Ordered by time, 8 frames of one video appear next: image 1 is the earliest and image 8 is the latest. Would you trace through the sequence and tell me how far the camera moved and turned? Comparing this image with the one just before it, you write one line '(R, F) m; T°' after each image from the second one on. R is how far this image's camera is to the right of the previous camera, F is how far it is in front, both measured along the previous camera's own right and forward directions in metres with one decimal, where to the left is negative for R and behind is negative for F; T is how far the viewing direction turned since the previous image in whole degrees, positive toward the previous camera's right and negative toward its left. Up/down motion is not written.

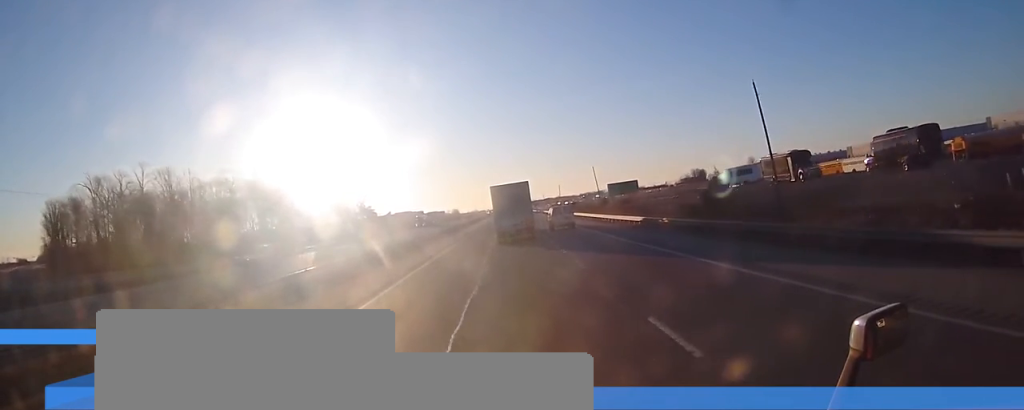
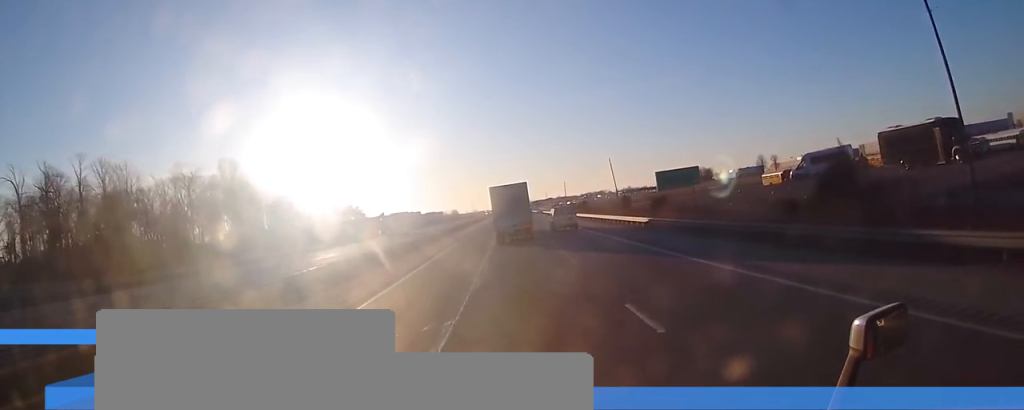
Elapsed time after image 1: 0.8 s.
(0.0, +22.4) m; 0°
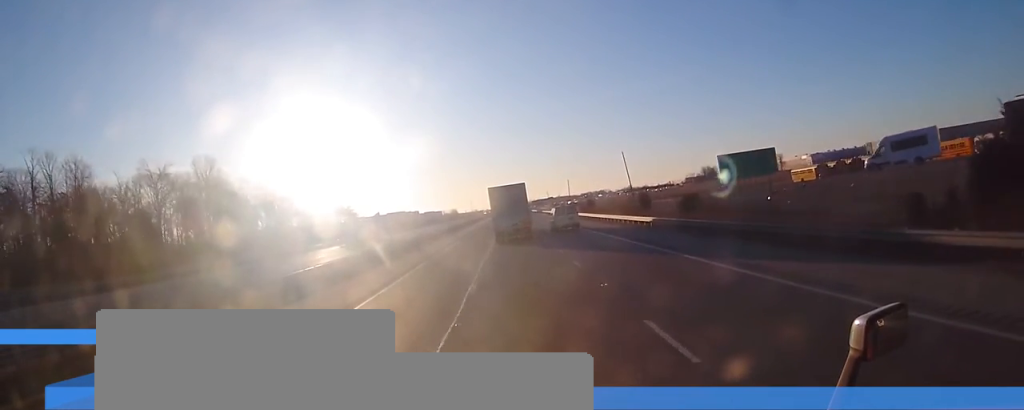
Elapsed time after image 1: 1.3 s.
(+0.1, +13.6) m; 0°
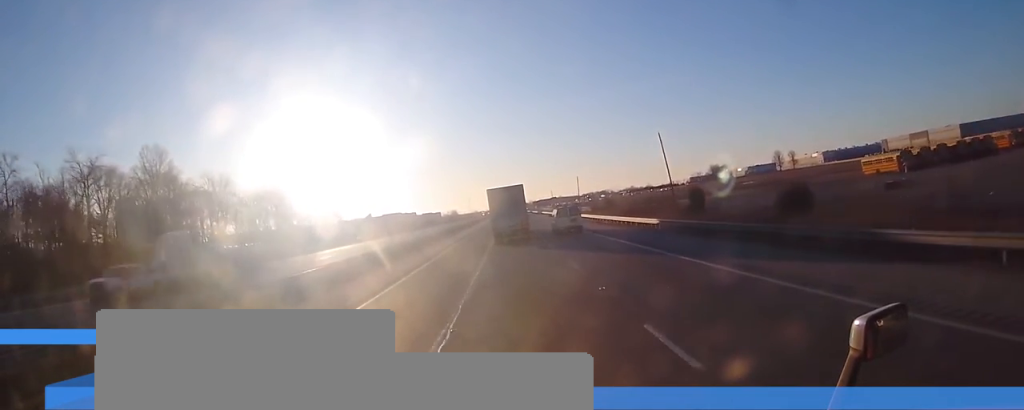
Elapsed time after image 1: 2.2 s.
(-0.3, +24.3) m; +1°
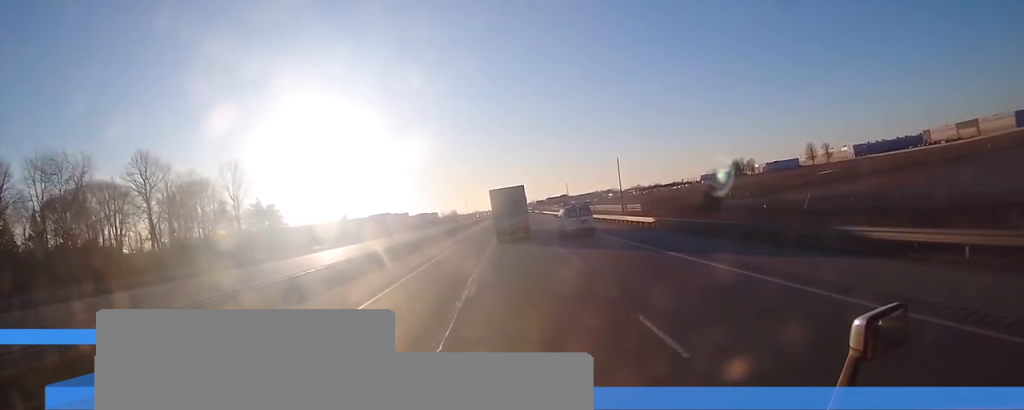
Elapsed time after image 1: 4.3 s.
(+0.6, +60.3) m; -1°
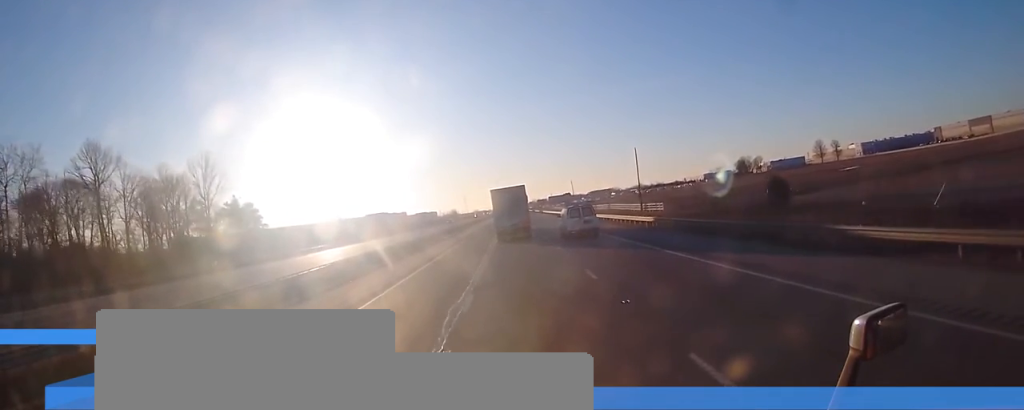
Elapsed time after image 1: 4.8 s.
(-0.2, +14.5) m; 0°
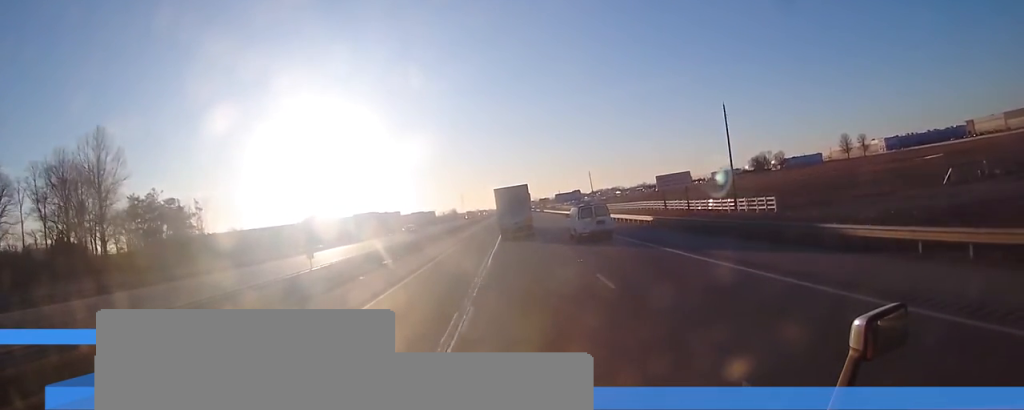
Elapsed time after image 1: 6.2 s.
(+0.2, +39.0) m; +1°
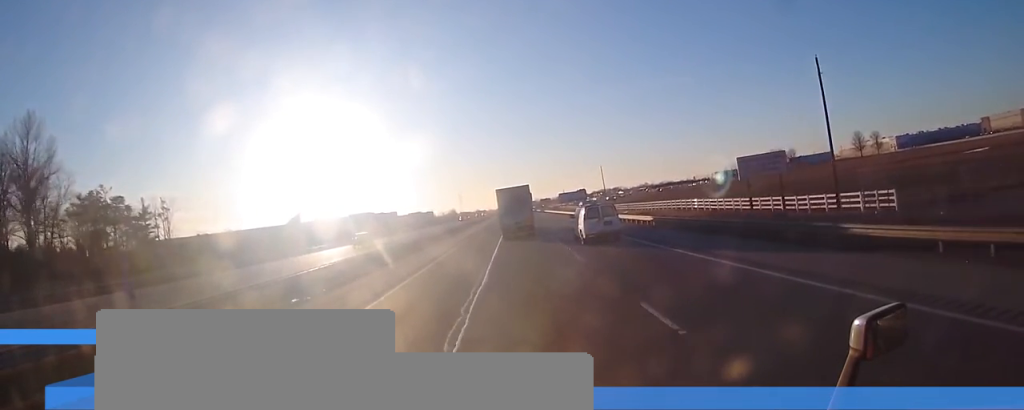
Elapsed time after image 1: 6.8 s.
(+0.2, +17.9) m; 0°
